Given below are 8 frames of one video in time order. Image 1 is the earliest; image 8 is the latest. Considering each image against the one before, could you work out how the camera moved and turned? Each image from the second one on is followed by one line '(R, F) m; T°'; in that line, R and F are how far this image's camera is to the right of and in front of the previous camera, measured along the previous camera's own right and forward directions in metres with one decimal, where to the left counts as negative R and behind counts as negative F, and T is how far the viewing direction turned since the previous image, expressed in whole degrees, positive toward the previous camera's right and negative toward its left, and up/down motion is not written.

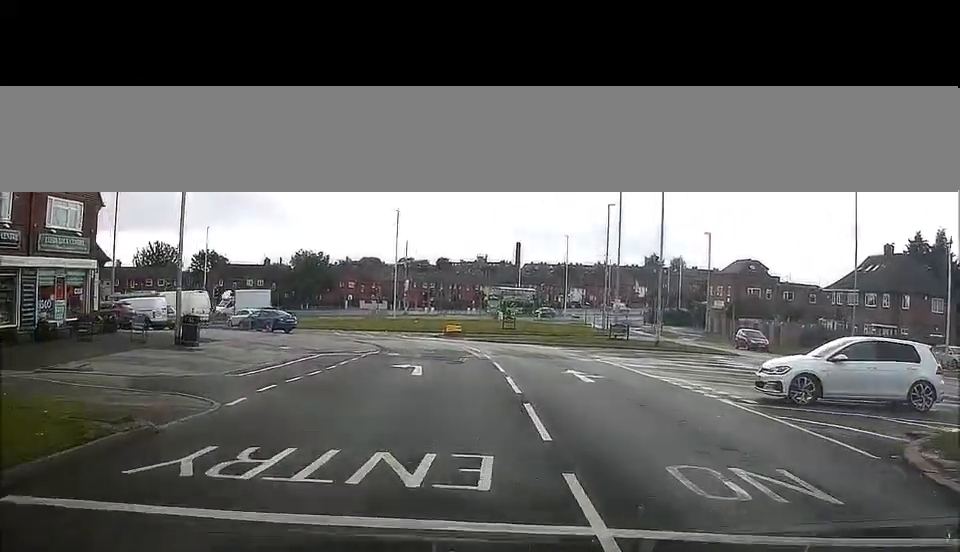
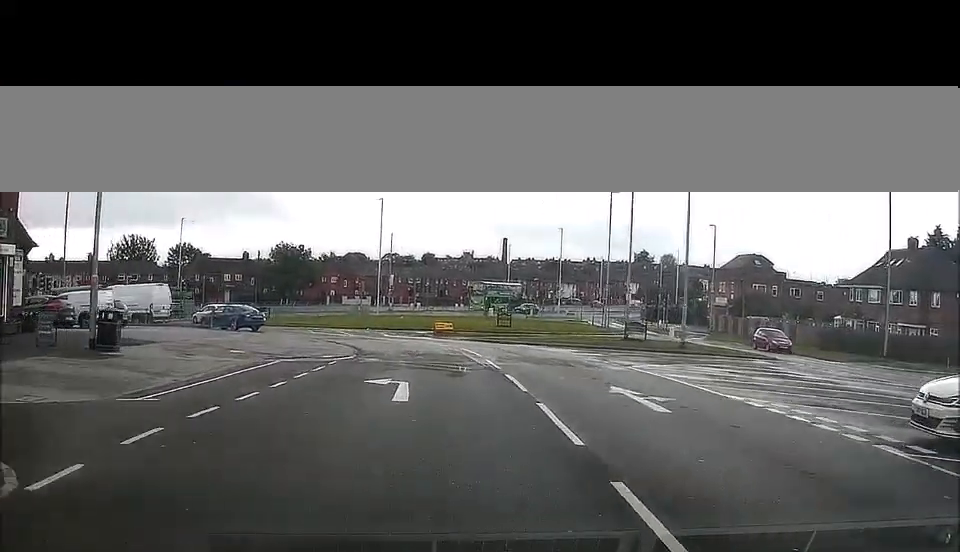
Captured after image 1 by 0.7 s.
(0.0, +5.9) m; 0°
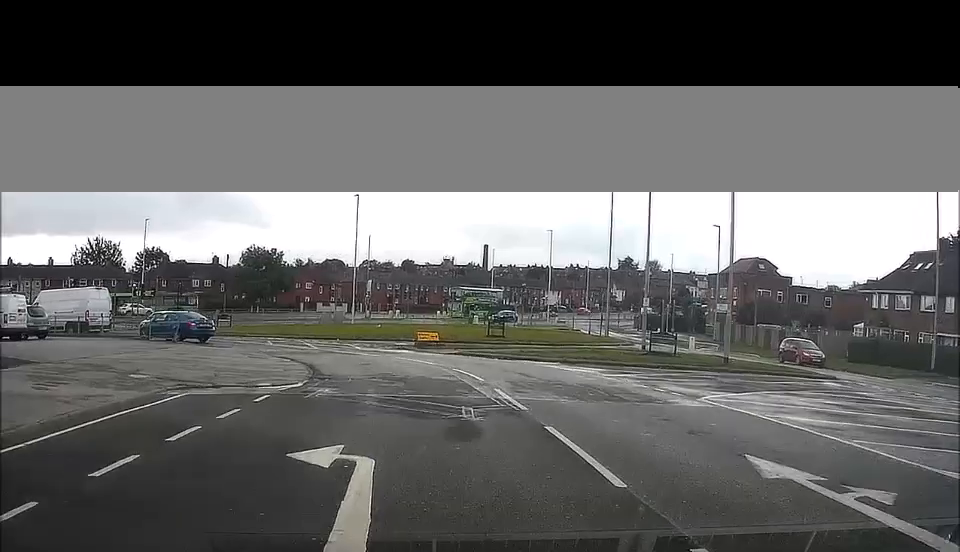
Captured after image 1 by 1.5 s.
(-0.1, +7.2) m; 0°
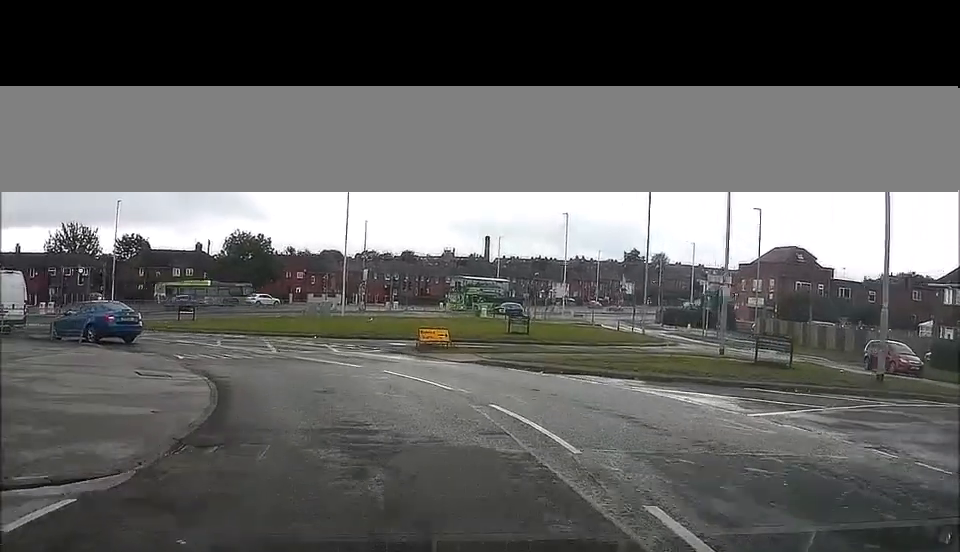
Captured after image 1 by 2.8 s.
(+0.3, +10.2) m; +1°
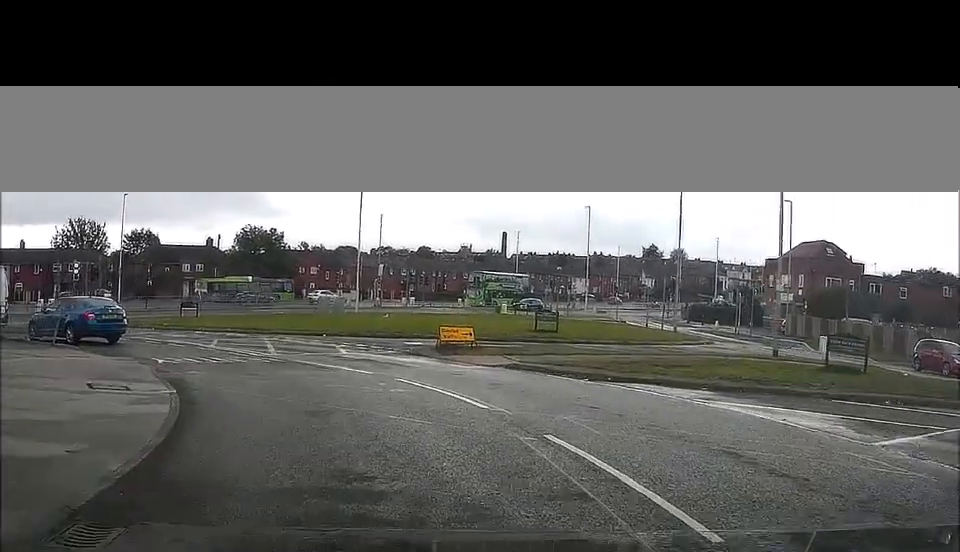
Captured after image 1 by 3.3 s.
(+0.1, +3.2) m; -2°
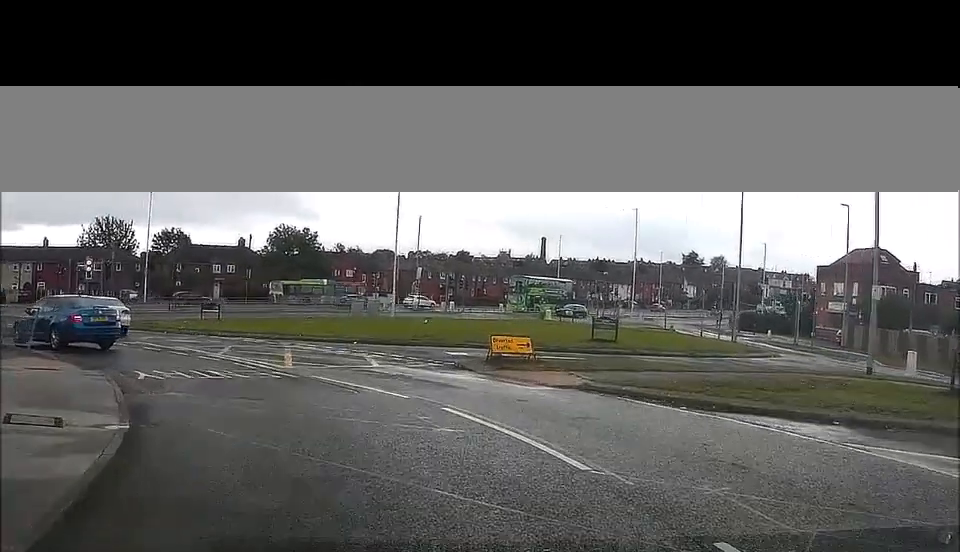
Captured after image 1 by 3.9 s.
(-0.2, +3.8) m; -5°
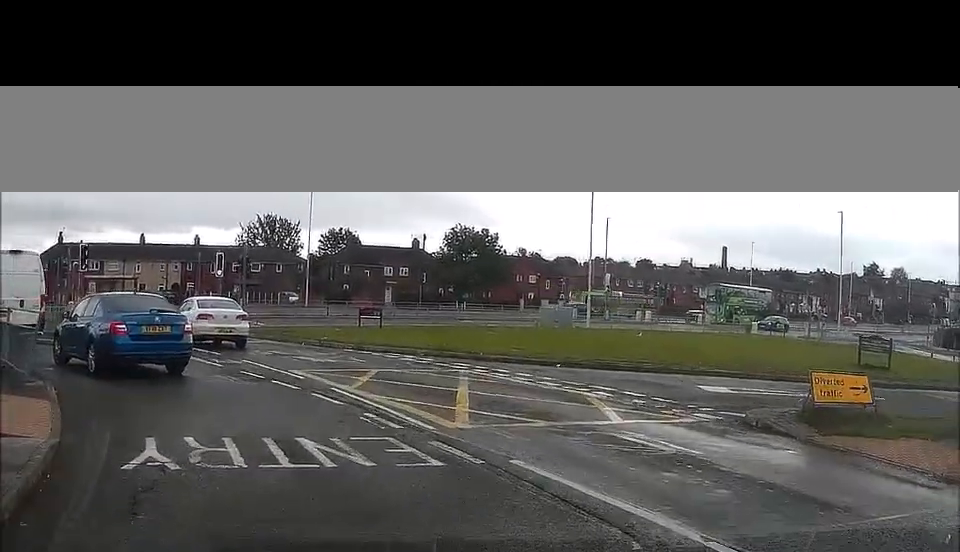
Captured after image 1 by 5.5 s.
(-1.2, +8.7) m; -16°
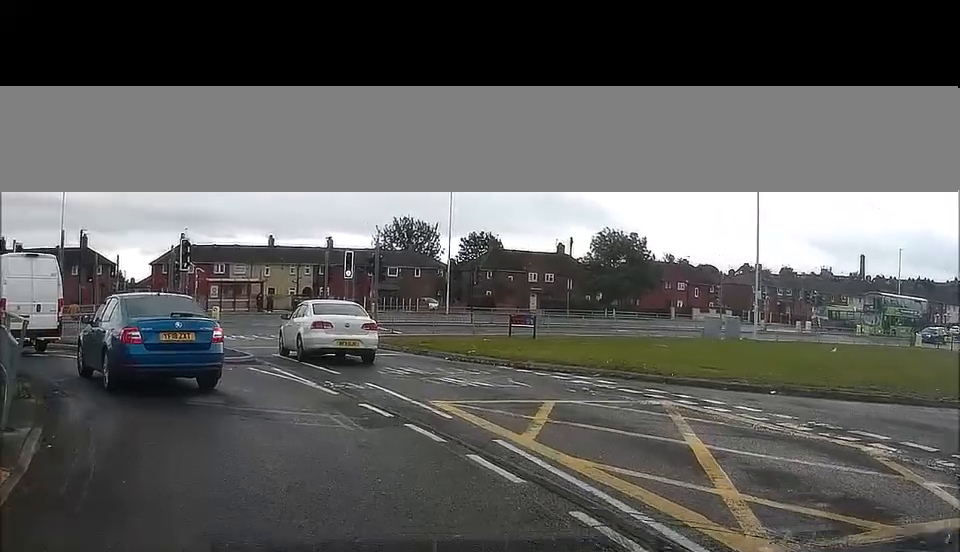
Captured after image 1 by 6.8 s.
(-0.4, +5.8) m; -4°
